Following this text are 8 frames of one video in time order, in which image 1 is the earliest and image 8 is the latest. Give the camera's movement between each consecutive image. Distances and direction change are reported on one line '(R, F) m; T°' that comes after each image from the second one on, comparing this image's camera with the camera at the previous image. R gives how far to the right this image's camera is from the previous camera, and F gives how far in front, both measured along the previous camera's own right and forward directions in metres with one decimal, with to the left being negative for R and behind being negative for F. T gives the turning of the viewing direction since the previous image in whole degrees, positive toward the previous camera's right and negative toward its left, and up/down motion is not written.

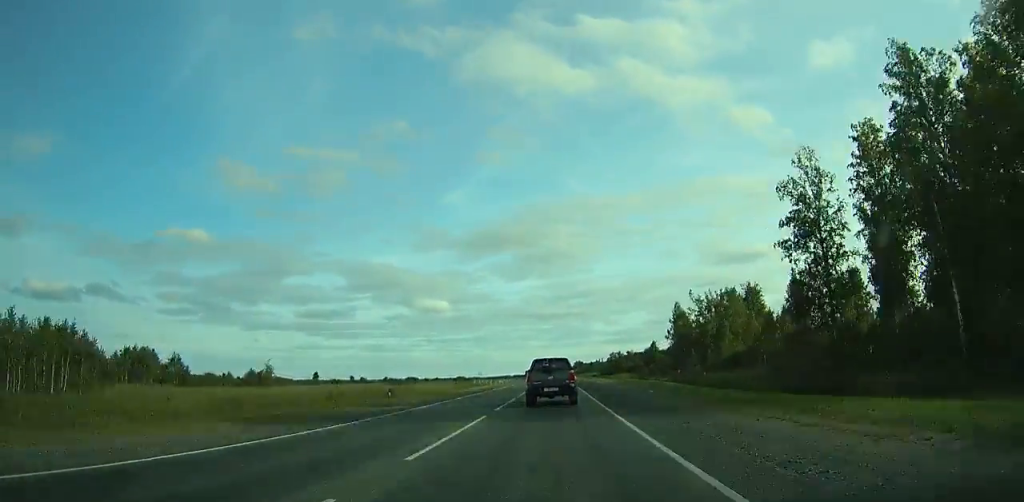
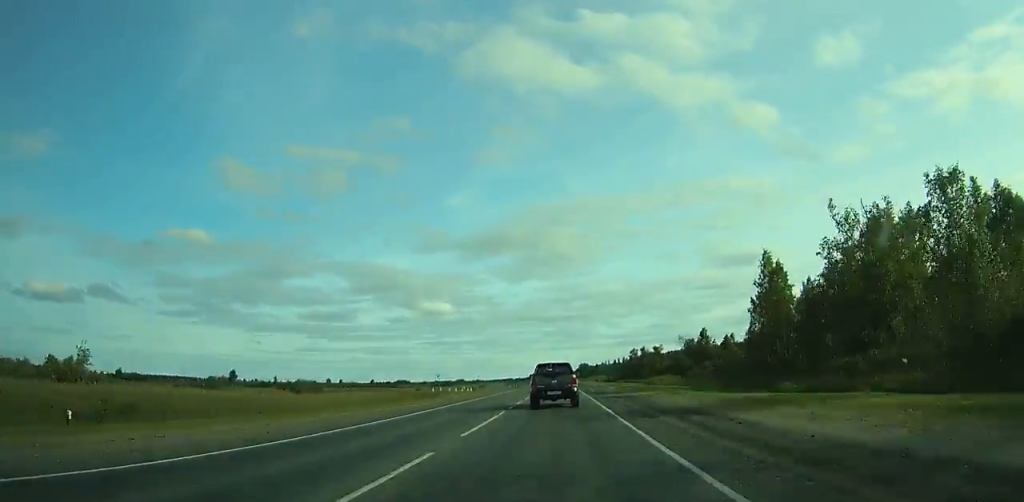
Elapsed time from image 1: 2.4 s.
(0.0, +56.6) m; 0°
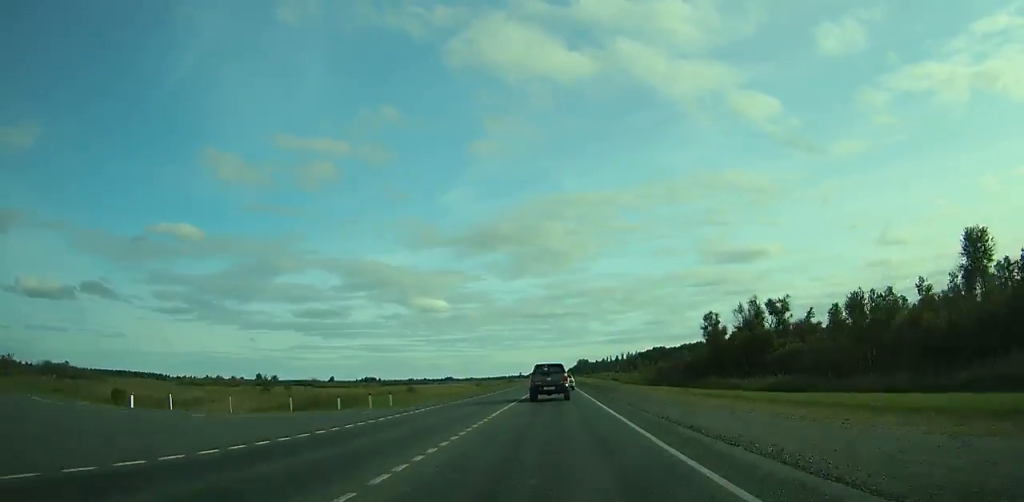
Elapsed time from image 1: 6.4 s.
(+0.1, +96.2) m; 0°
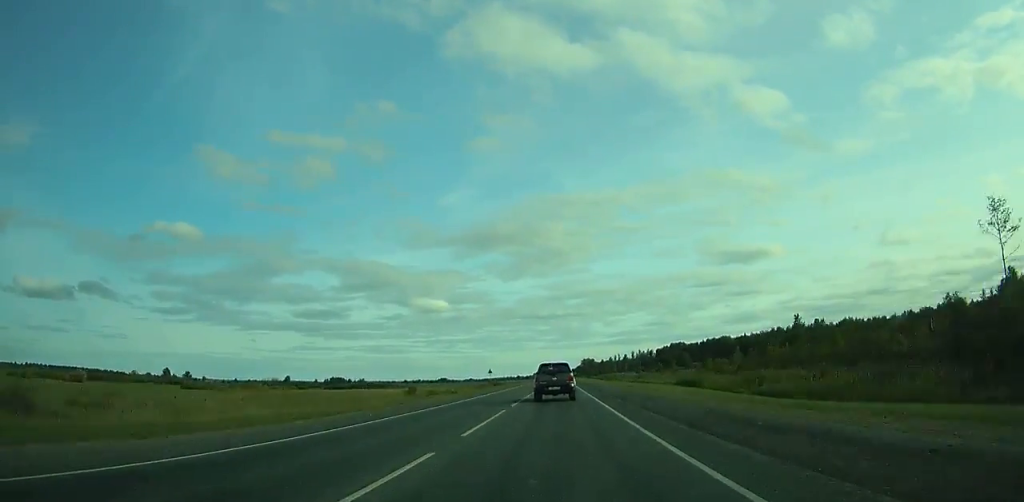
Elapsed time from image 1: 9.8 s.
(+0.2, +83.3) m; 0°
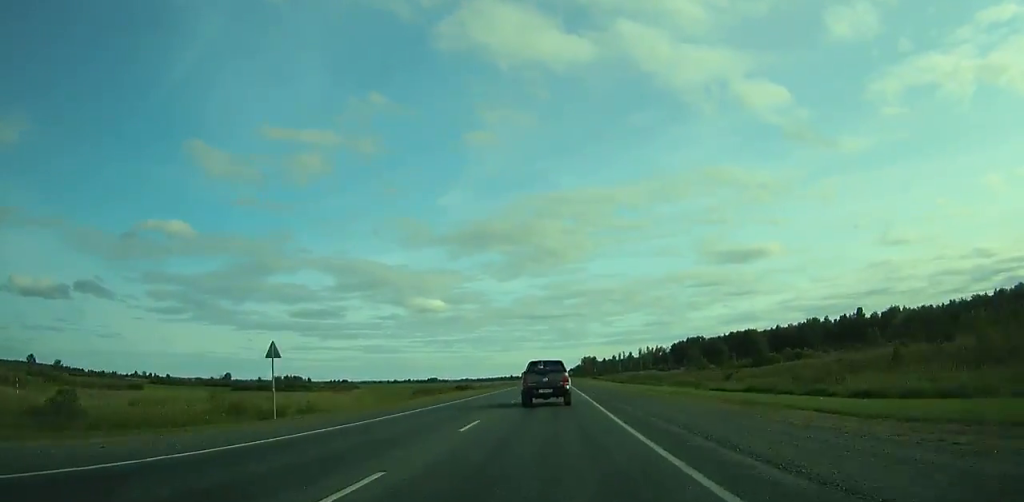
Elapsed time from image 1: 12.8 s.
(+0.2, +74.4) m; 0°
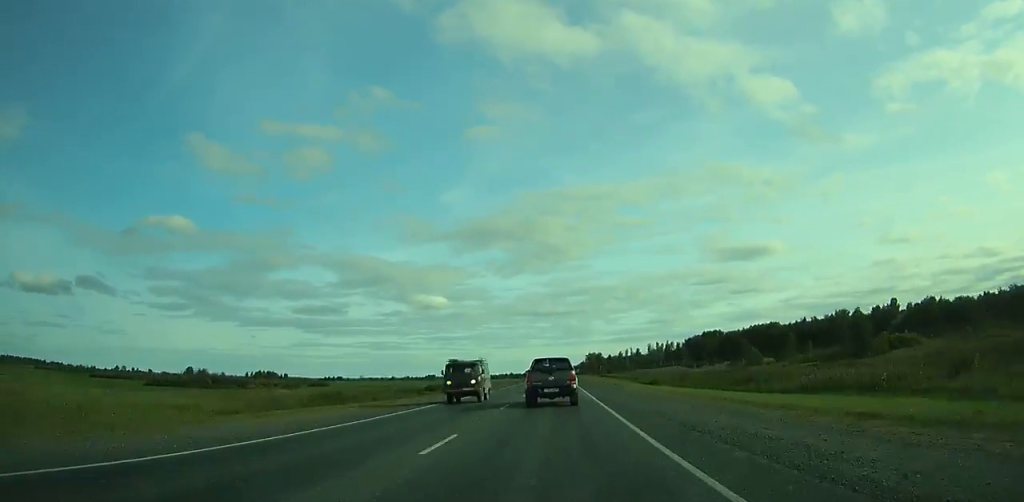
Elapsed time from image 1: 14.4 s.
(+0.1, +39.8) m; 0°
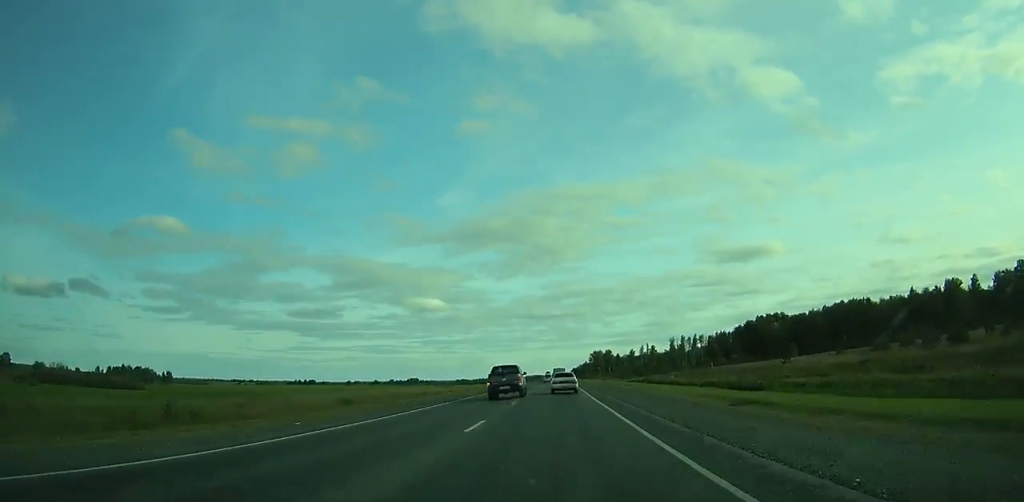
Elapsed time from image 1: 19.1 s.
(-0.3, +117.3) m; 0°
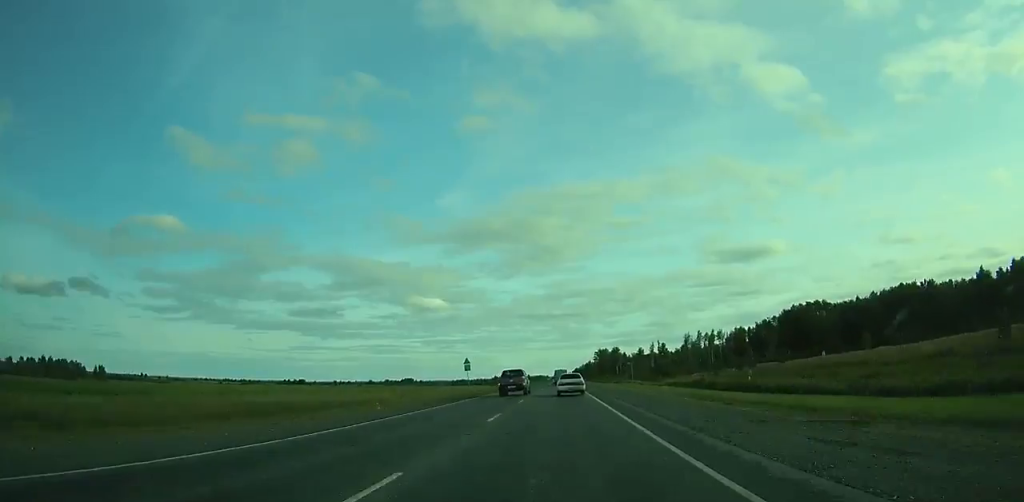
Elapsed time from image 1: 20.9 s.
(+0.1, +44.9) m; 0°
